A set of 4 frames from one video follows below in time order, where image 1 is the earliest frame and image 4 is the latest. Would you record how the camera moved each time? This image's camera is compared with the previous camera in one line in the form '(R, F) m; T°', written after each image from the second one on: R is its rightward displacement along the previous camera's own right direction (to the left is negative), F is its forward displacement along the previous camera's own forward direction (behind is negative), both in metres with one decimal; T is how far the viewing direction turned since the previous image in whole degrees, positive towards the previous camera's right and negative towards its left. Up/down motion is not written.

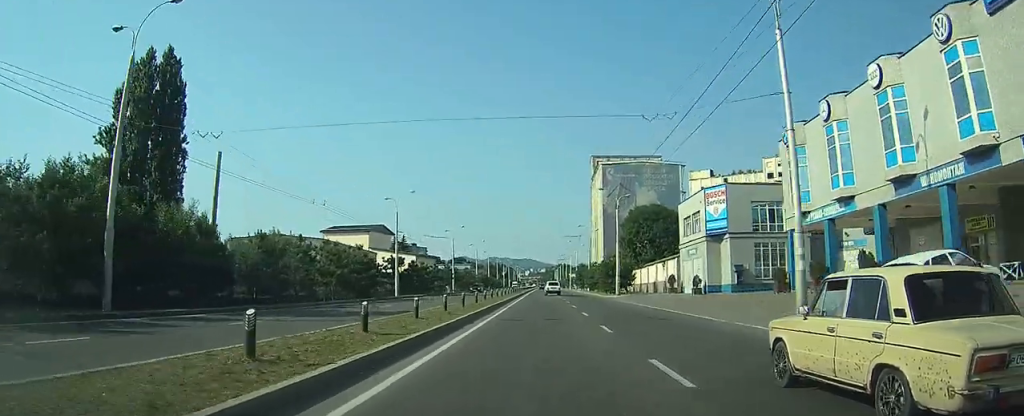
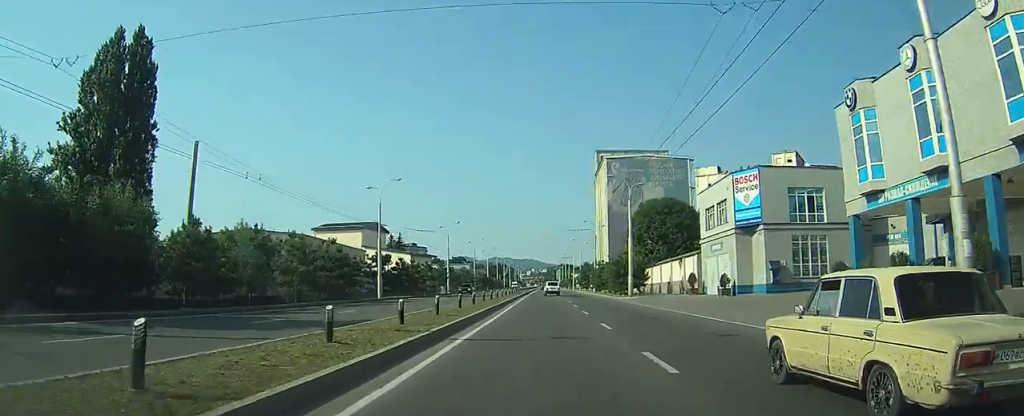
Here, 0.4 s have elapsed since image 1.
(0.0, +7.3) m; 0°
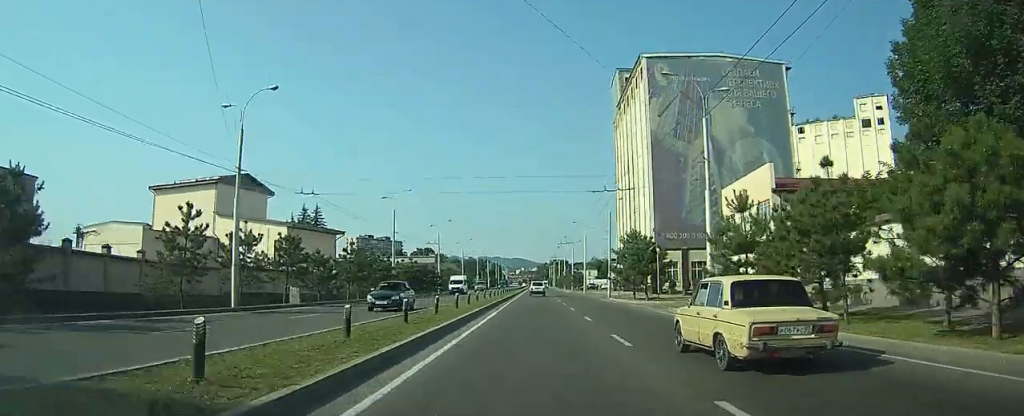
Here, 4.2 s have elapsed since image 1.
(+0.2, +64.3) m; +1°
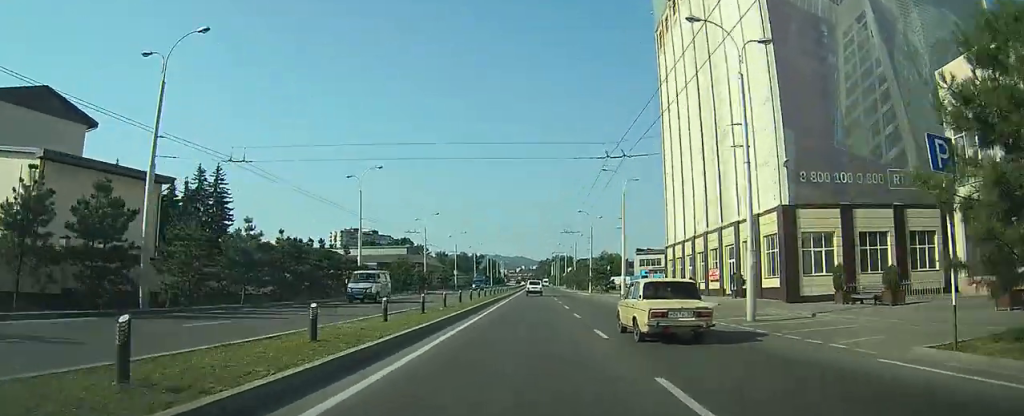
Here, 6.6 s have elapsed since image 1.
(+0.5, +41.3) m; +1°
